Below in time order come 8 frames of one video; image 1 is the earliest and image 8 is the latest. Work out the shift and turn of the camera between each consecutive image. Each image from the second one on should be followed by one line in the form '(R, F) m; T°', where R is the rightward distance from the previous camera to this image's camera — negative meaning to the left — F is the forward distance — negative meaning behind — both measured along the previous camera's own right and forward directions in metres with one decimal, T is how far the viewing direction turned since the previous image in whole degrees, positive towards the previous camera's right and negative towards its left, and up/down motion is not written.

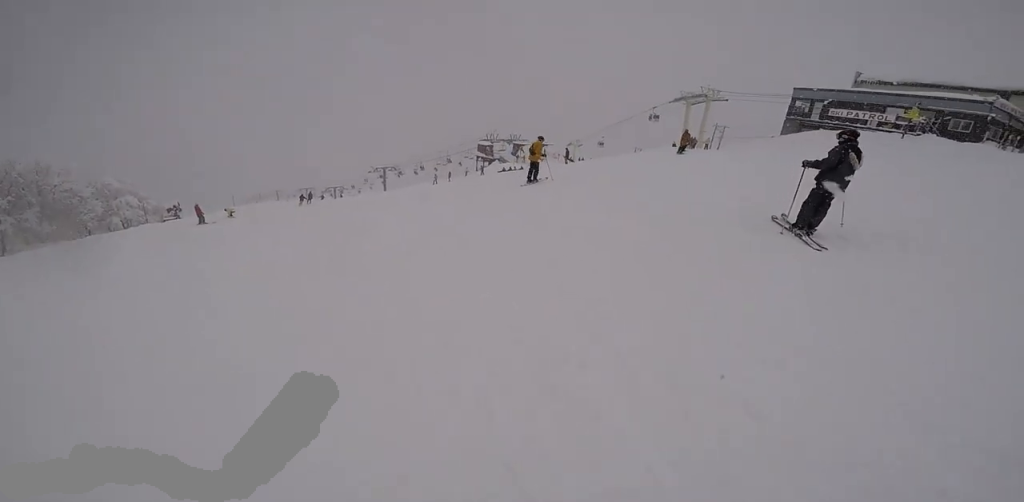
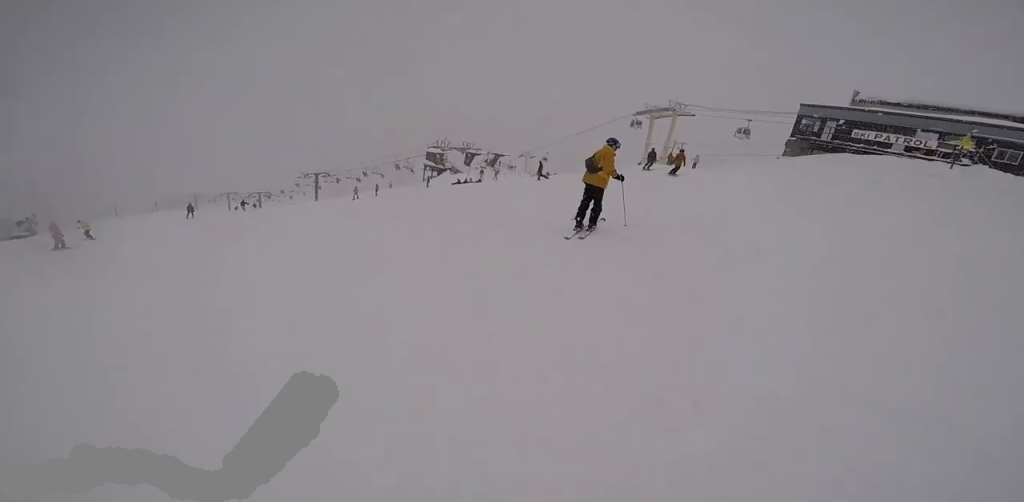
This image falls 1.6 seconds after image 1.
(+1.6, +6.7) m; +10°
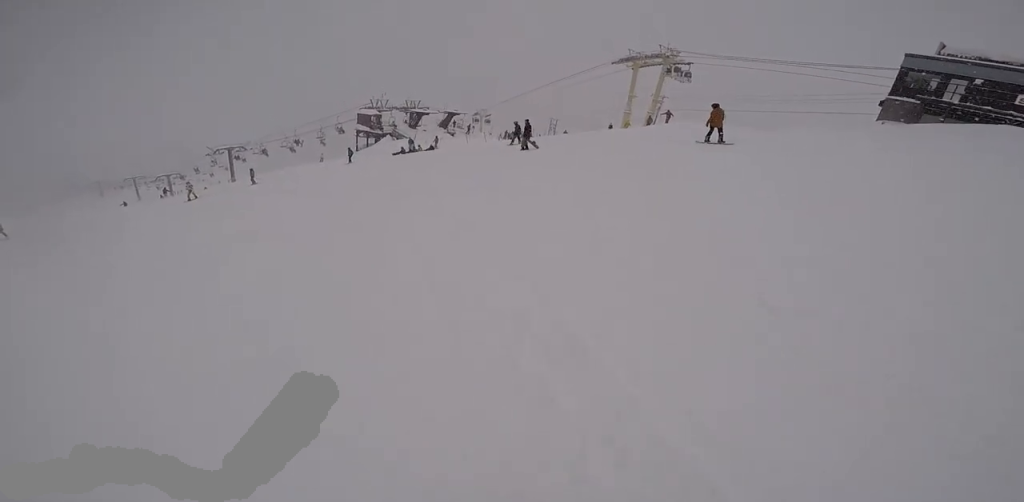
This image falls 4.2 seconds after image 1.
(+1.4, +10.6) m; +18°
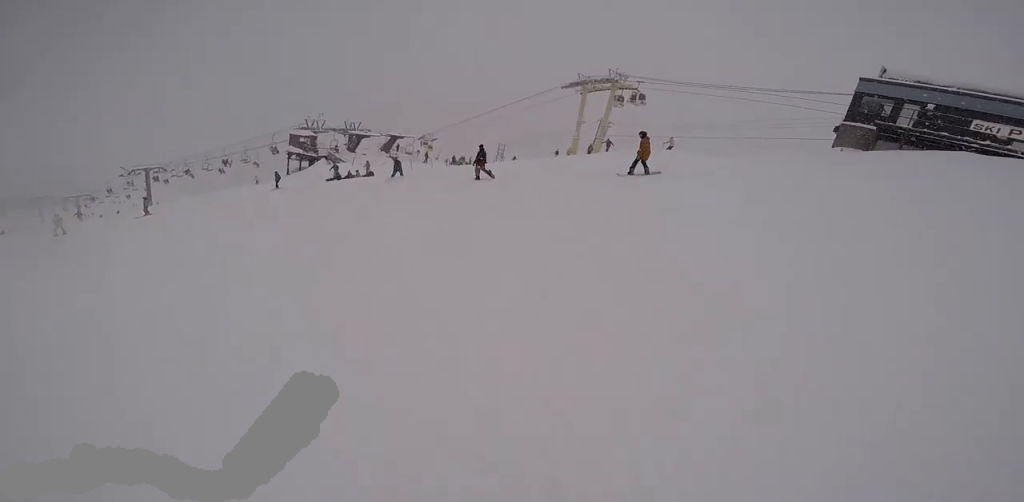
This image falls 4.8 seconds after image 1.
(0.0, +2.7) m; -2°
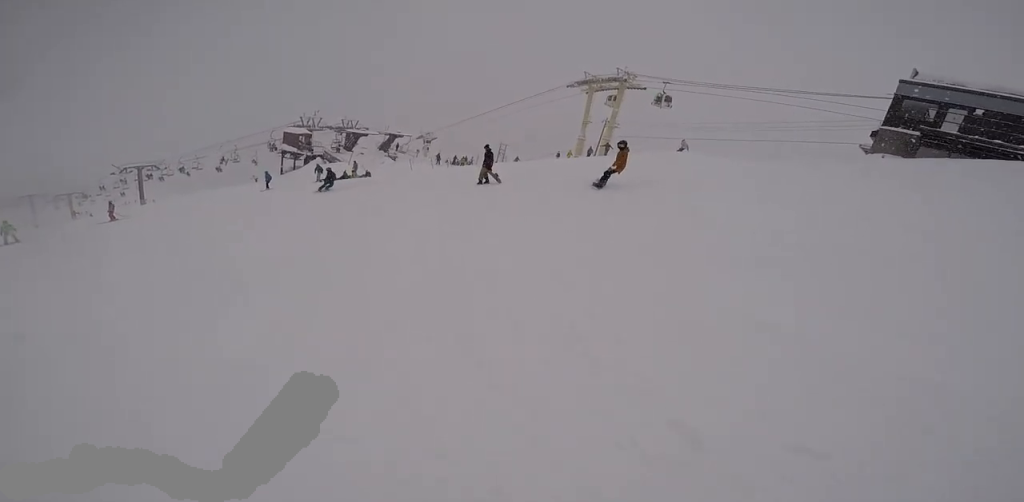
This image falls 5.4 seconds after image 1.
(0.0, +2.3) m; -4°
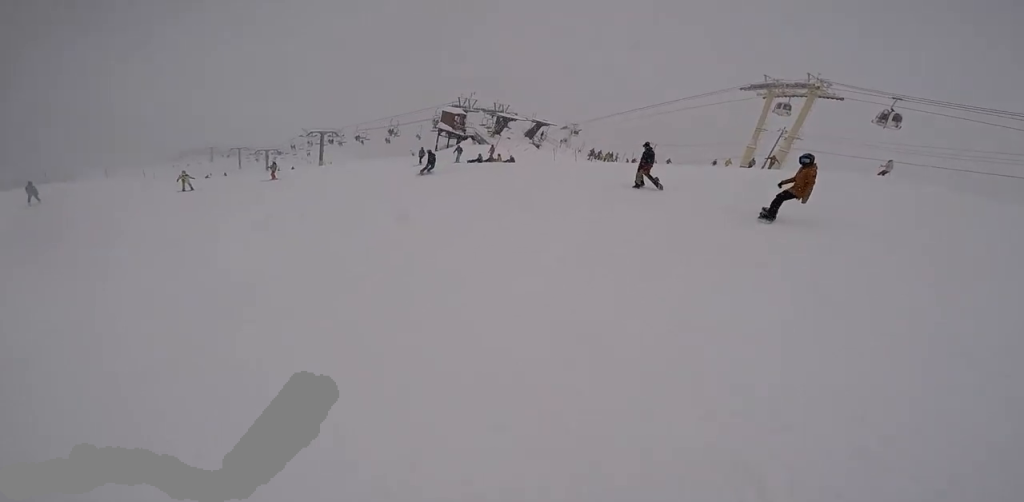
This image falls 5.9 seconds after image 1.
(0.0, +2.2) m; -9°
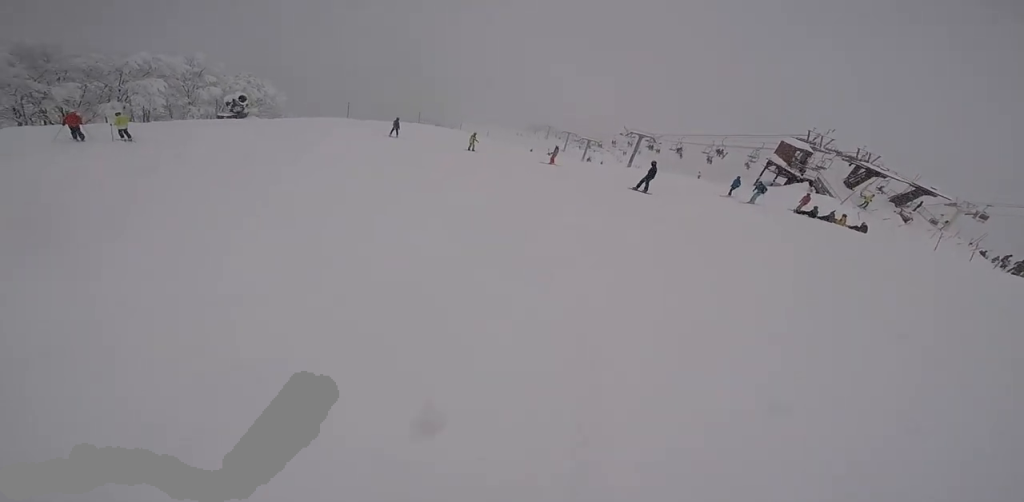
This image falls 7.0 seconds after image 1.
(-0.9, +4.8) m; -24°
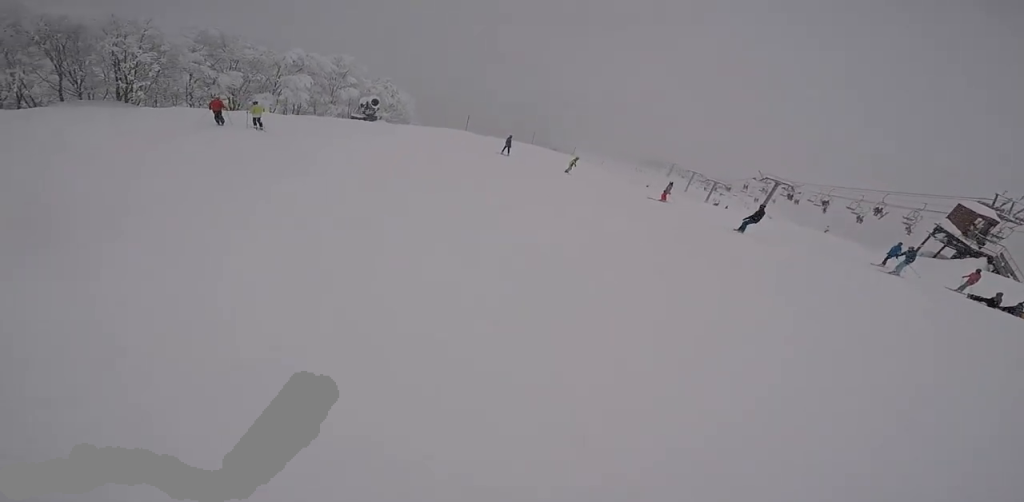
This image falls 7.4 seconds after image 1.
(-0.2, +1.9) m; -11°
